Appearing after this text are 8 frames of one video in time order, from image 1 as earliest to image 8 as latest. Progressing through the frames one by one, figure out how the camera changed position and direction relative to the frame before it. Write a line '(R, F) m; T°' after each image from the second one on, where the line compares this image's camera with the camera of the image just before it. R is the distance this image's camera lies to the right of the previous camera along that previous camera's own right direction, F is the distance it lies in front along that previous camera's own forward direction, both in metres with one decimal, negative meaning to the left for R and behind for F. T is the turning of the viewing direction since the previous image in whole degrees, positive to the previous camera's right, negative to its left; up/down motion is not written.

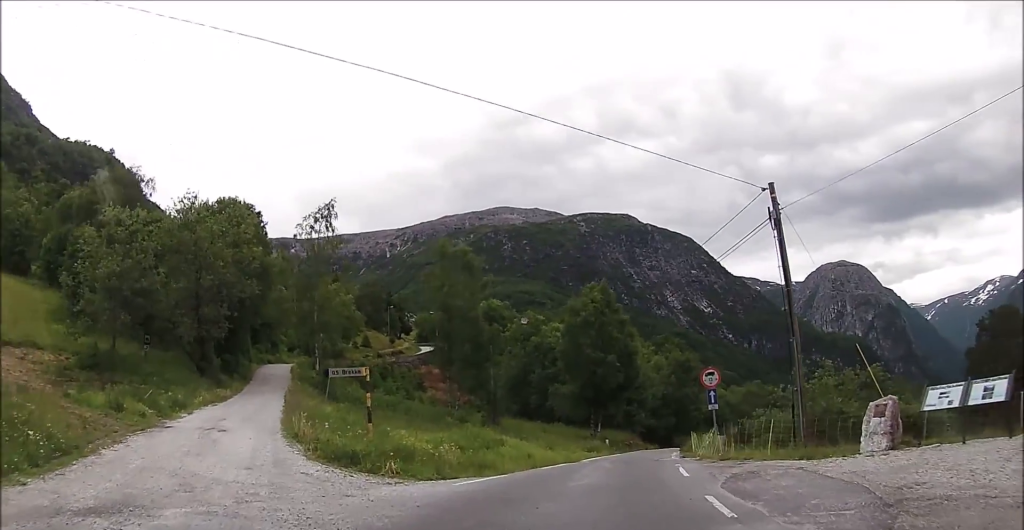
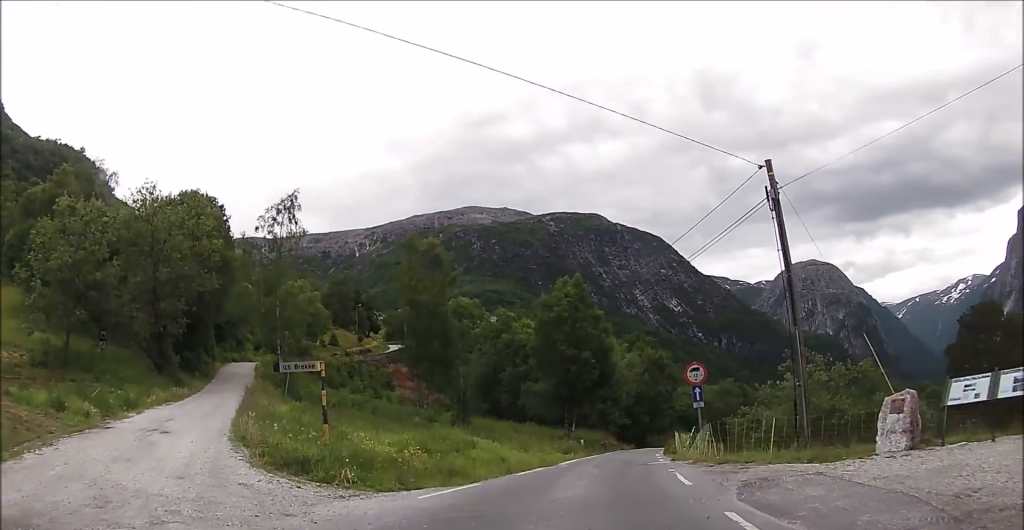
(+0.1, +1.7) m; +3°
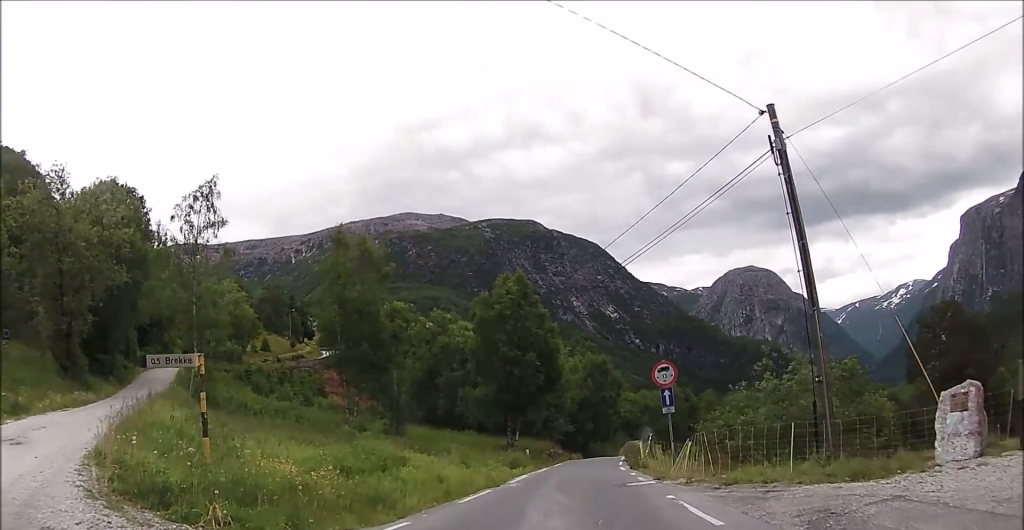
(+0.2, +3.6) m; +6°
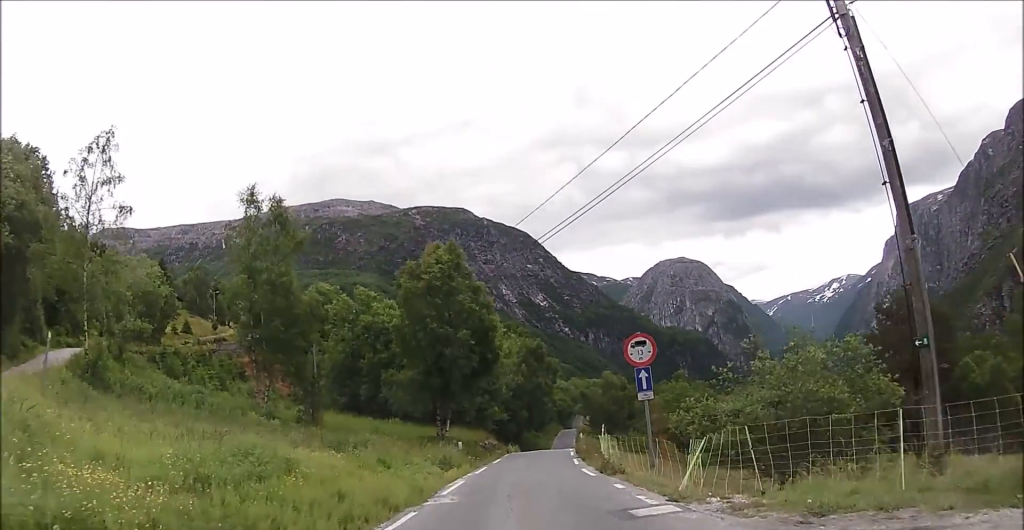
(+0.3, +4.7) m; +6°
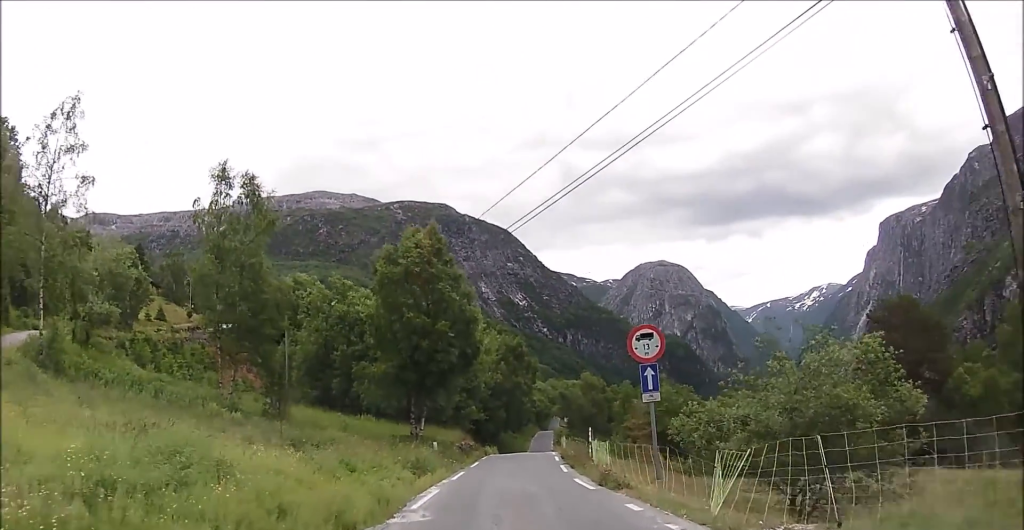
(+0.1, +2.2) m; +1°
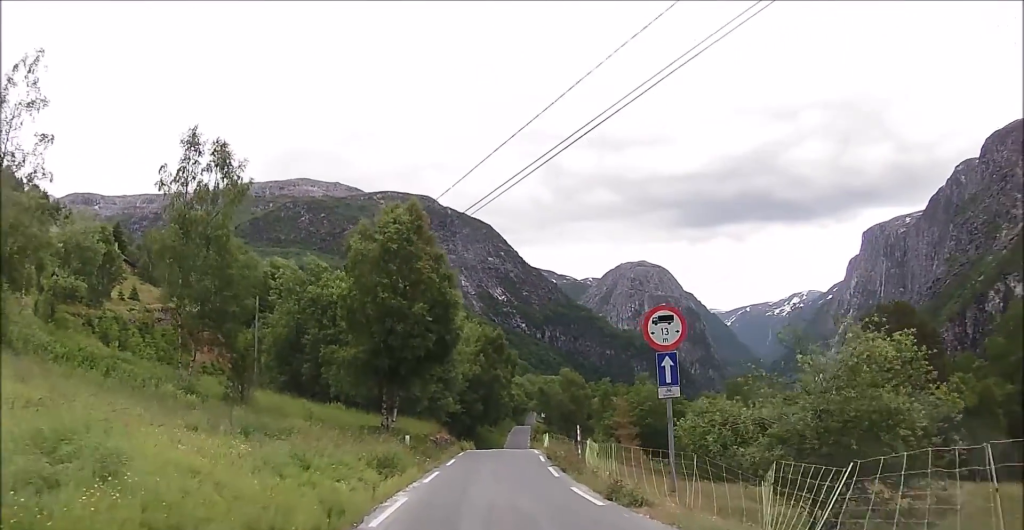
(0.0, +2.4) m; 0°
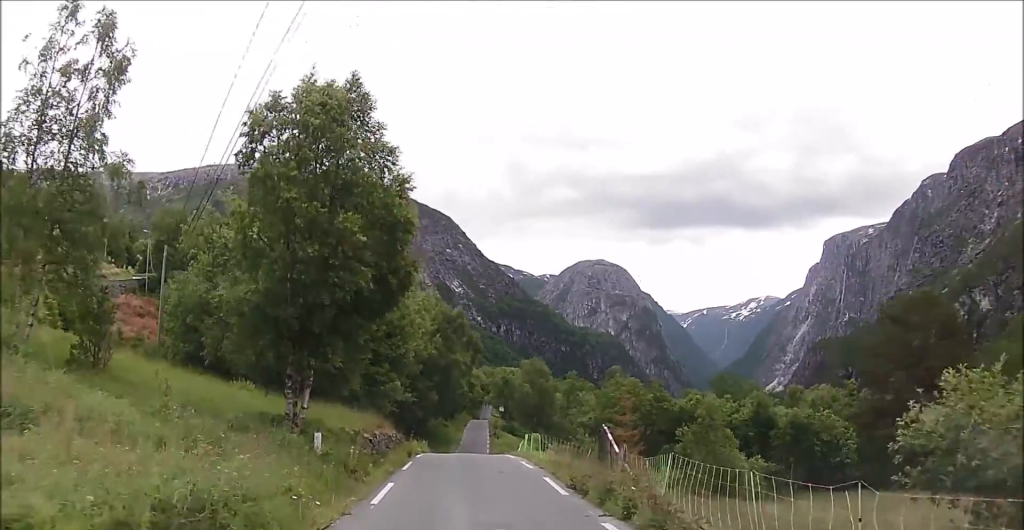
(+0.3, +9.9) m; +4°
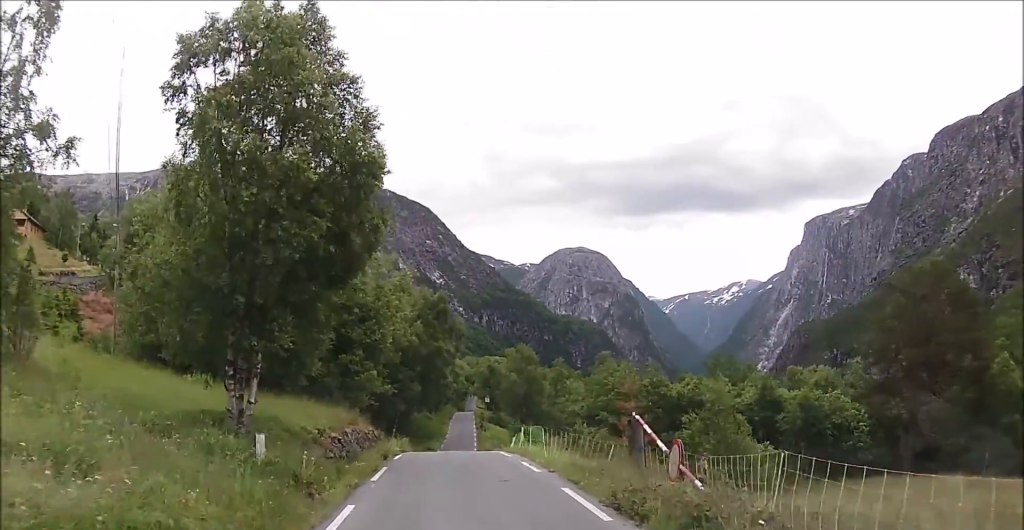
(+0.2, +3.4) m; 0°
